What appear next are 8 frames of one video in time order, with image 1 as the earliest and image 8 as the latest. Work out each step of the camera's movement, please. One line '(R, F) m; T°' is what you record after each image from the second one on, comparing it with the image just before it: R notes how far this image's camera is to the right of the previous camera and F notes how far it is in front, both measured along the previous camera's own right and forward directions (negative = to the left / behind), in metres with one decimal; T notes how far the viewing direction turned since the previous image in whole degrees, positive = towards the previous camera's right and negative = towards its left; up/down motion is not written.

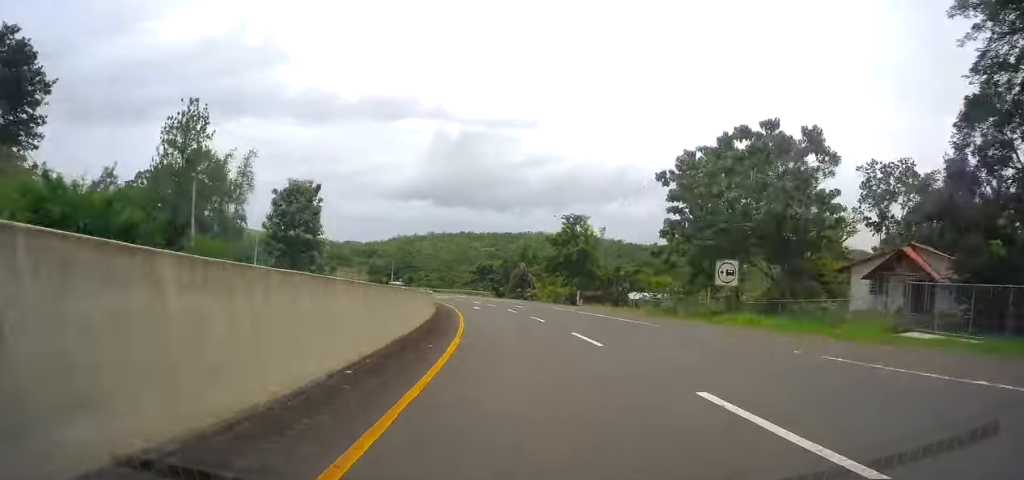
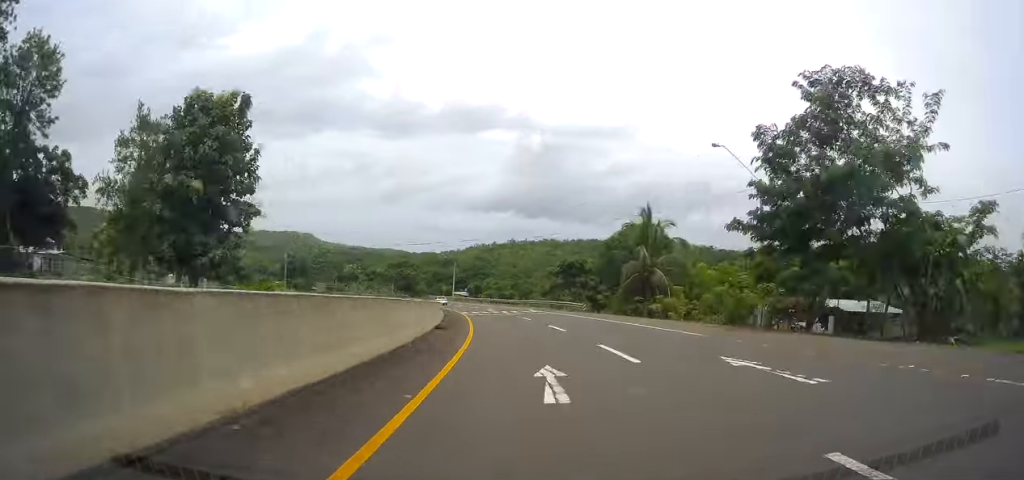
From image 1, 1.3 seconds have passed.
(-1.2, +38.9) m; -5°
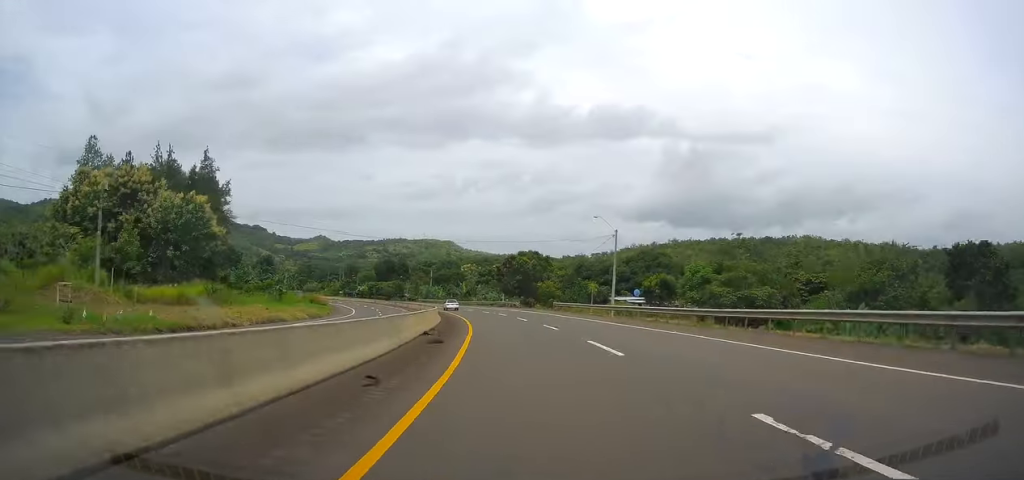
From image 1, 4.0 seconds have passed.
(-8.8, +83.8) m; -14°
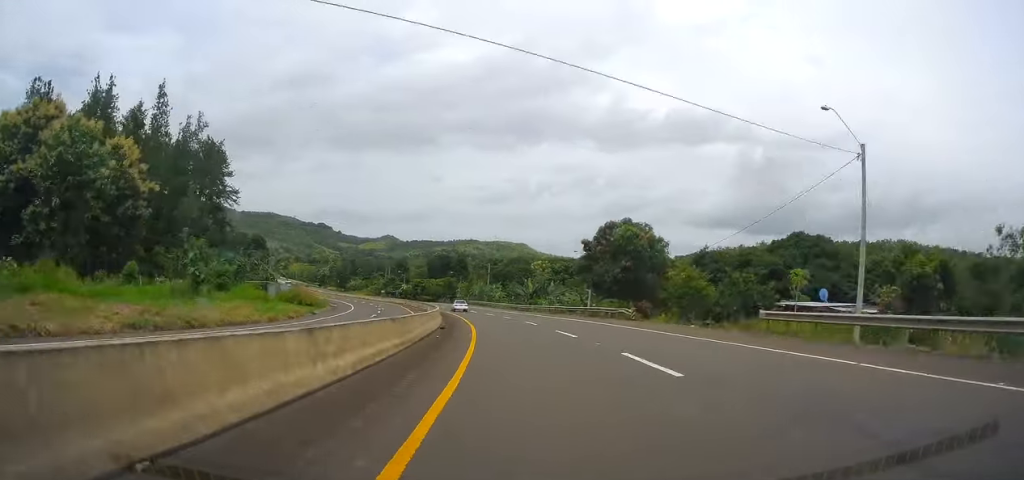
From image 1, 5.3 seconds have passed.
(-3.3, +40.5) m; -8°
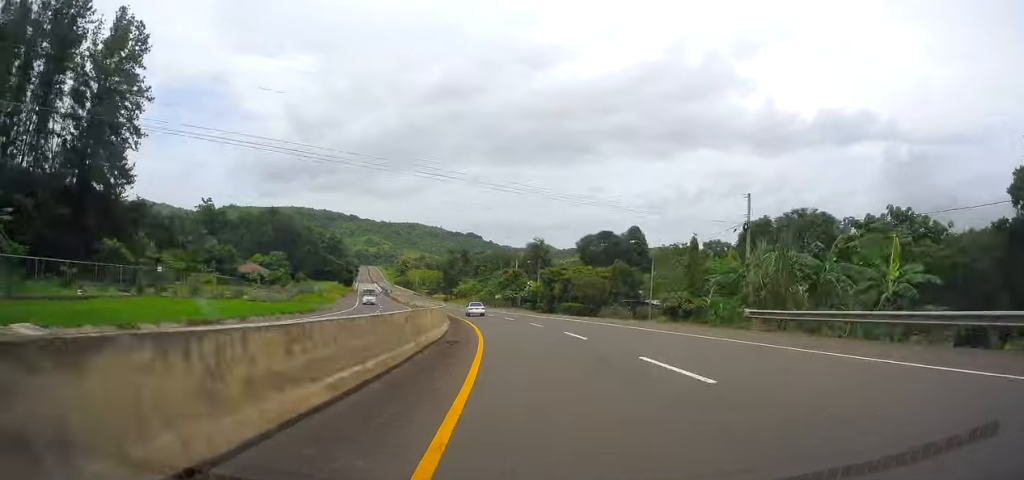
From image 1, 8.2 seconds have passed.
(-12.8, +84.8) m; -17°
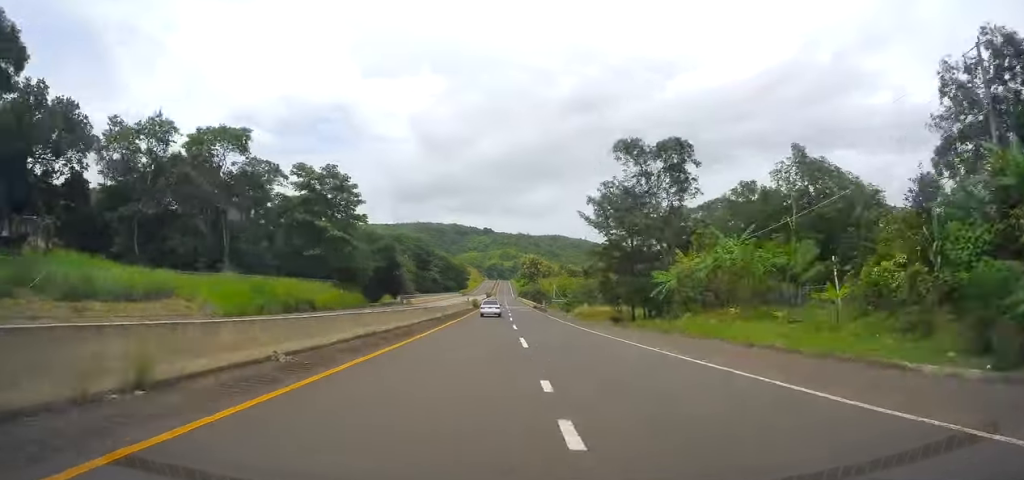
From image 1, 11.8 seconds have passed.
(-16.9, +111.6) m; -16°
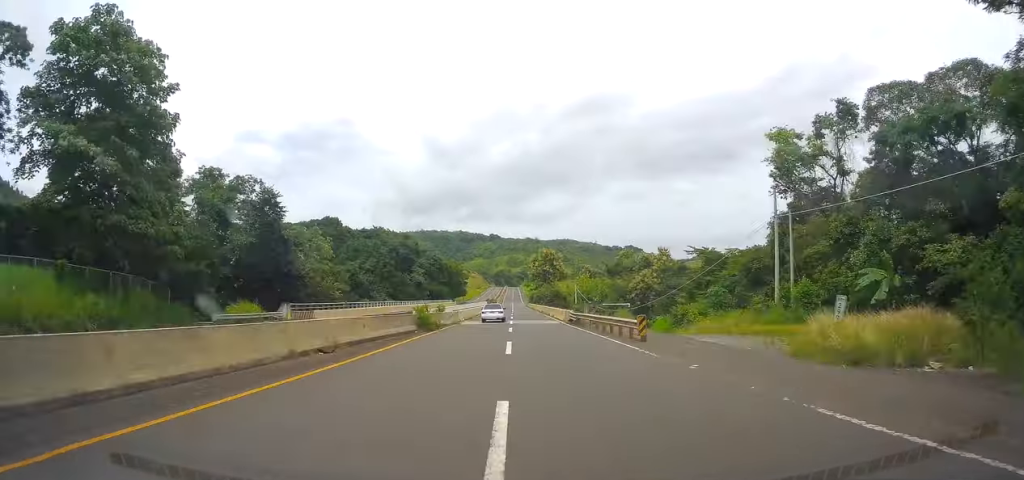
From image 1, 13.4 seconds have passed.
(-2.9, +50.2) m; -3°
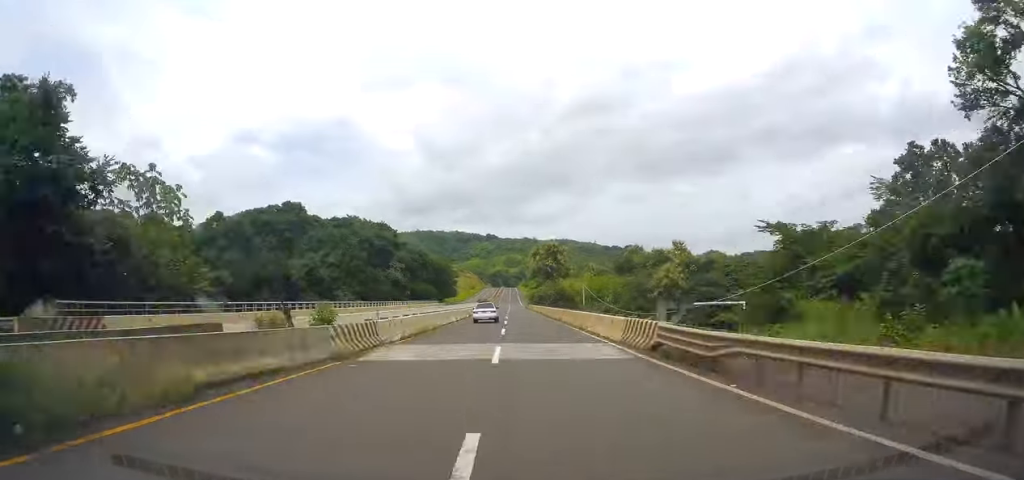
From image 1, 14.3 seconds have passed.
(-0.4, +26.7) m; -1°
